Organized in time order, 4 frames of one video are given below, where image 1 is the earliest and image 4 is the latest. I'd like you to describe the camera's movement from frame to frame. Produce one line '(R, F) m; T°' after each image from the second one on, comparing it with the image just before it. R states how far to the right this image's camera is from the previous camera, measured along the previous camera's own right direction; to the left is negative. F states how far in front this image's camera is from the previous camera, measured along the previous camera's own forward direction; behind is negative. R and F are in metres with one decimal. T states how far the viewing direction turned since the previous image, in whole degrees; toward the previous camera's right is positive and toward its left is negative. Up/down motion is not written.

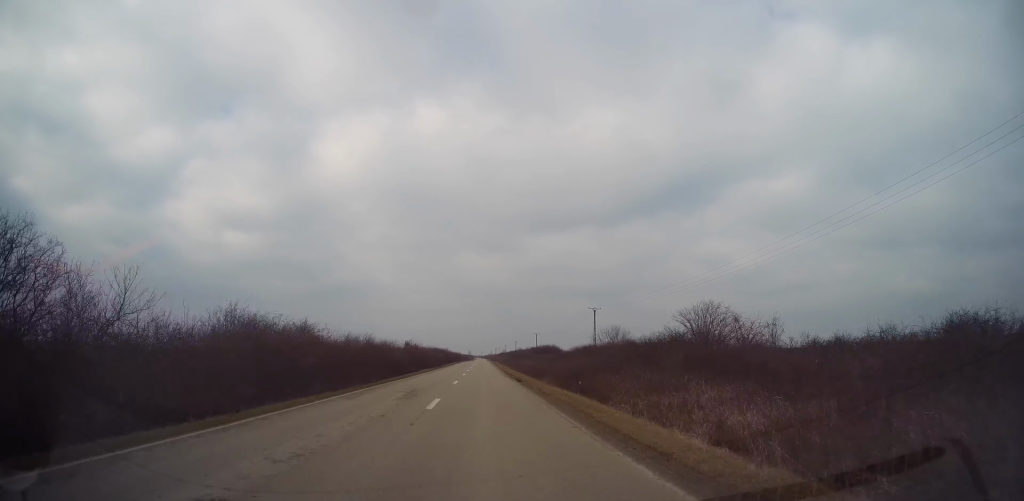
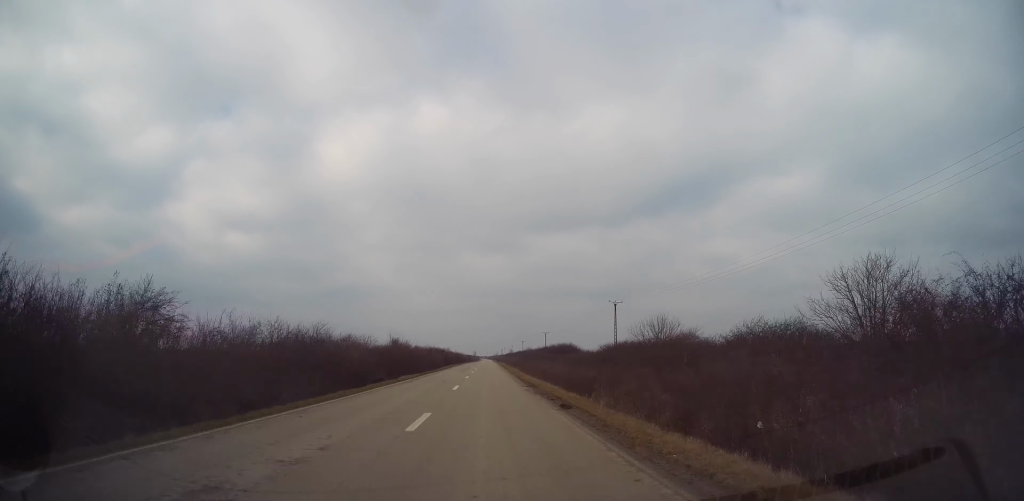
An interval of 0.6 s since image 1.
(-0.1, +15.3) m; 0°
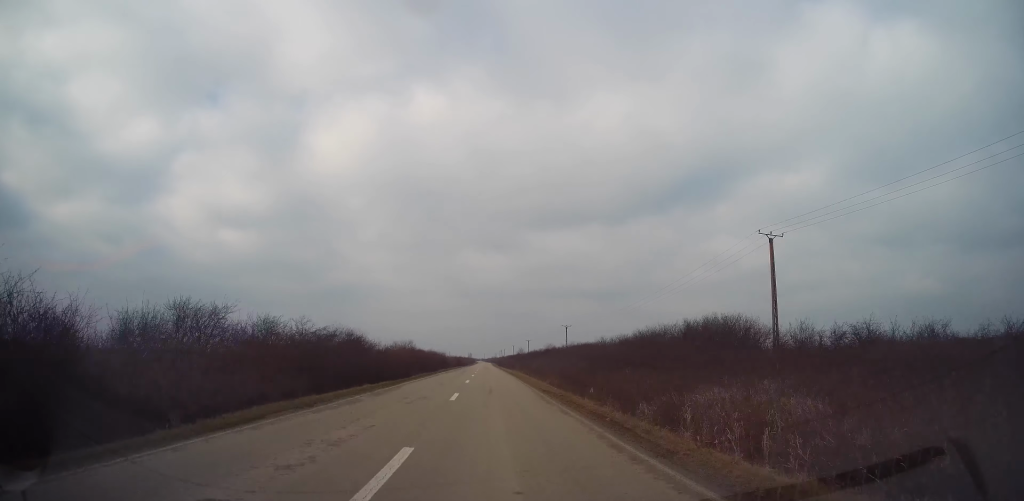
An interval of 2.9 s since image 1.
(-0.4, +62.9) m; 0°
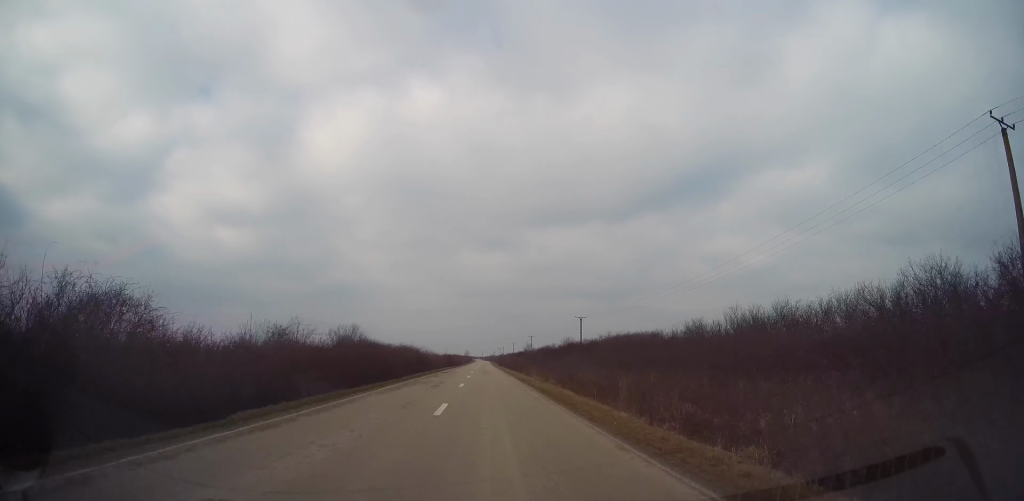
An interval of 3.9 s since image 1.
(+0.1, +27.8) m; 0°
